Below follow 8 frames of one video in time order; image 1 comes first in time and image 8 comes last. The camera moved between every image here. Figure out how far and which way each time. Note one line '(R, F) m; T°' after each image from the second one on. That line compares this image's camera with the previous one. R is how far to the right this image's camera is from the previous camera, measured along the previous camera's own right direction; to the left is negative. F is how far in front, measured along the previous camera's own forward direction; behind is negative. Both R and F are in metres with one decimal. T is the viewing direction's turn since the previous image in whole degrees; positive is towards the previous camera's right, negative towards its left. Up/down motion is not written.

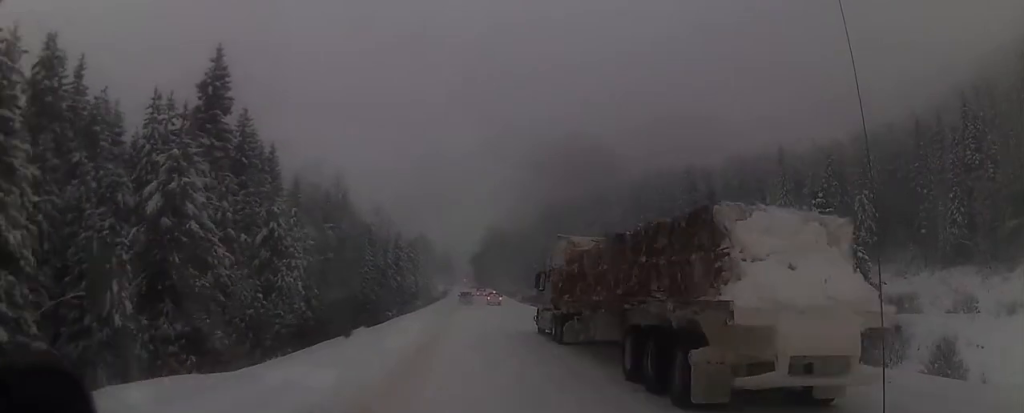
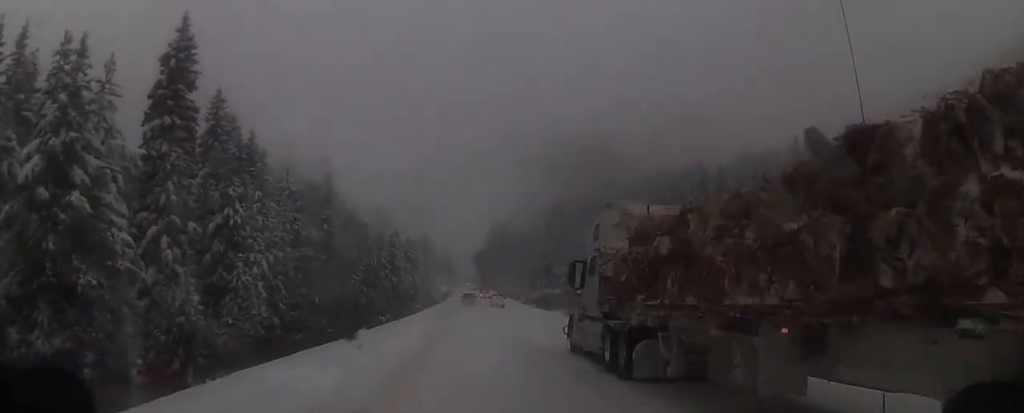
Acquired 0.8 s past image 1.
(-0.1, +9.2) m; +1°
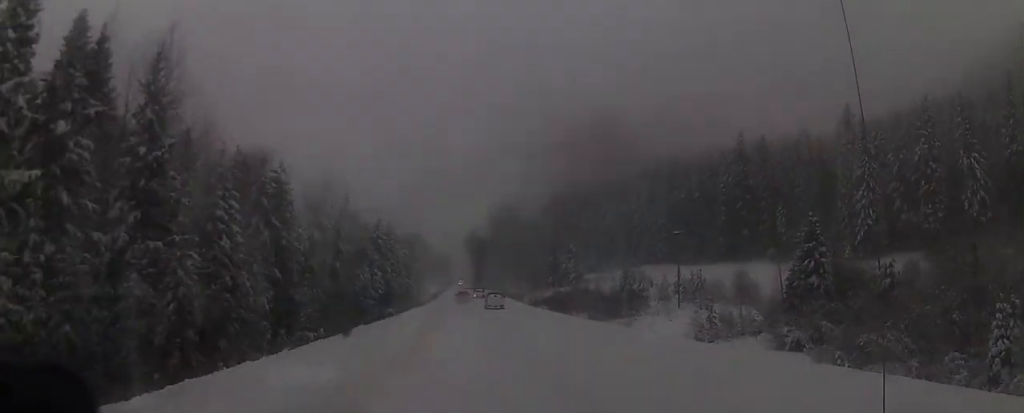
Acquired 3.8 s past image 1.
(+1.0, +35.0) m; +2°
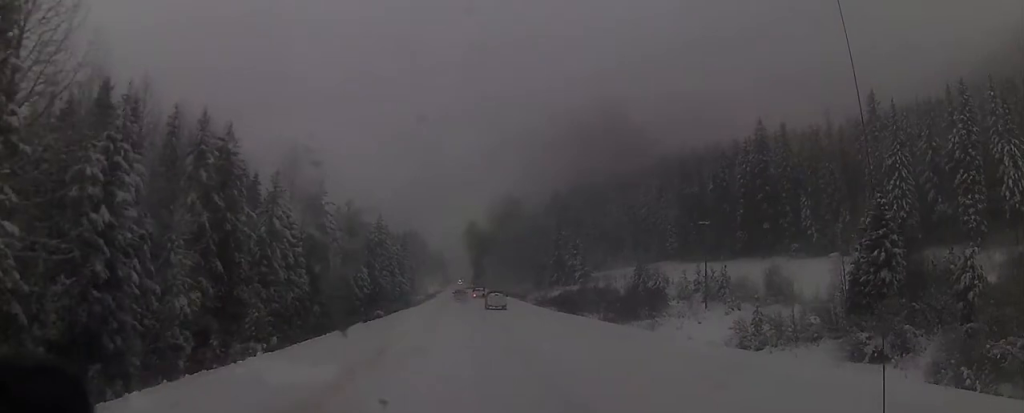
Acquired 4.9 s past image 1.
(+0.1, +12.5) m; 0°
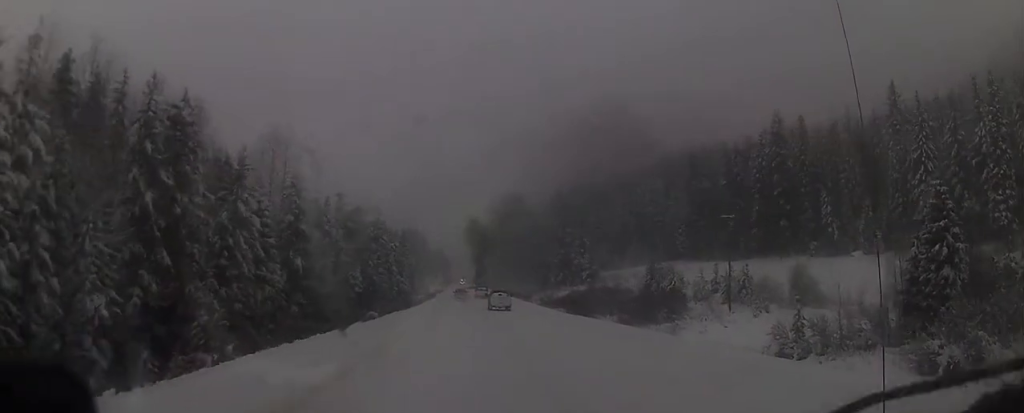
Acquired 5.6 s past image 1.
(+0.1, +7.8) m; 0°
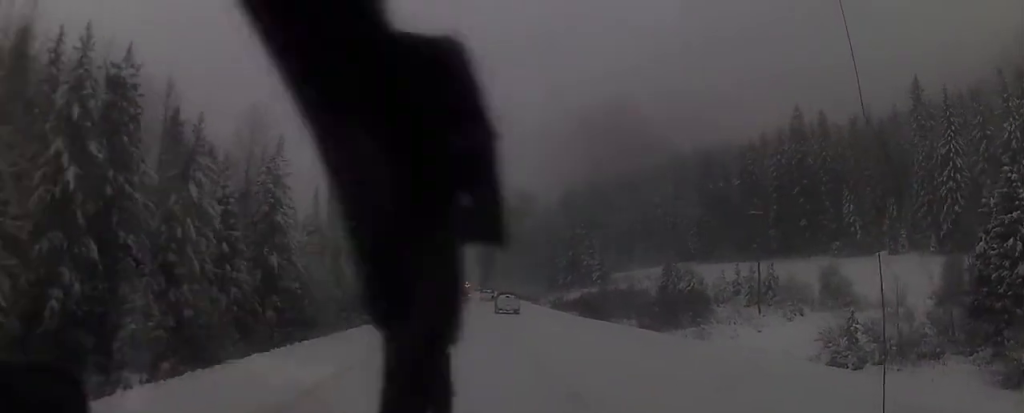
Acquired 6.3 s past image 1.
(-0.1, +7.5) m; 0°
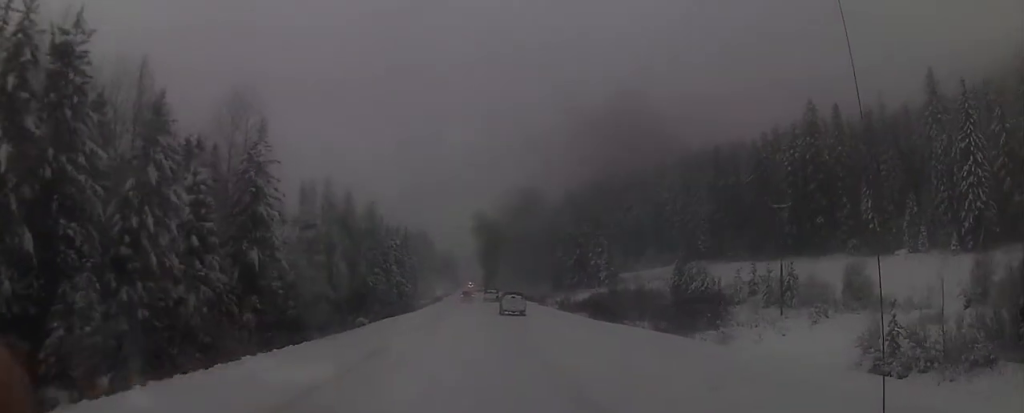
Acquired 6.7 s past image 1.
(0.0, +4.9) m; 0°
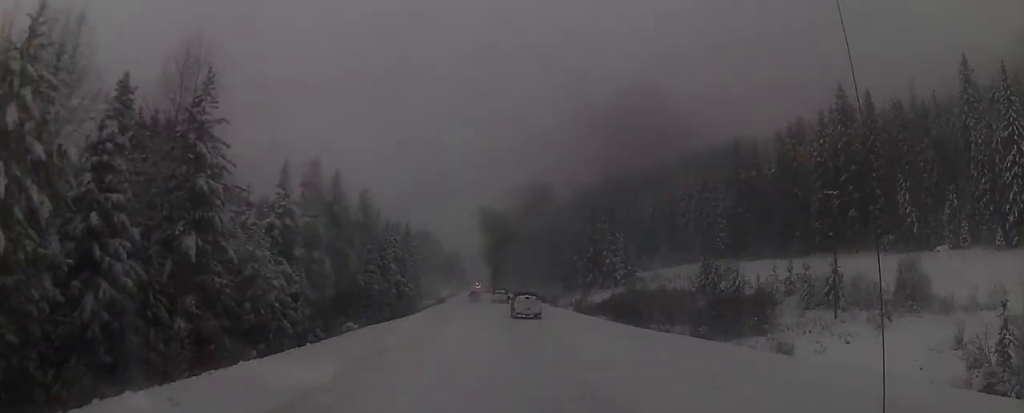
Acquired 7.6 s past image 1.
(+0.1, +10.1) m; 0°
